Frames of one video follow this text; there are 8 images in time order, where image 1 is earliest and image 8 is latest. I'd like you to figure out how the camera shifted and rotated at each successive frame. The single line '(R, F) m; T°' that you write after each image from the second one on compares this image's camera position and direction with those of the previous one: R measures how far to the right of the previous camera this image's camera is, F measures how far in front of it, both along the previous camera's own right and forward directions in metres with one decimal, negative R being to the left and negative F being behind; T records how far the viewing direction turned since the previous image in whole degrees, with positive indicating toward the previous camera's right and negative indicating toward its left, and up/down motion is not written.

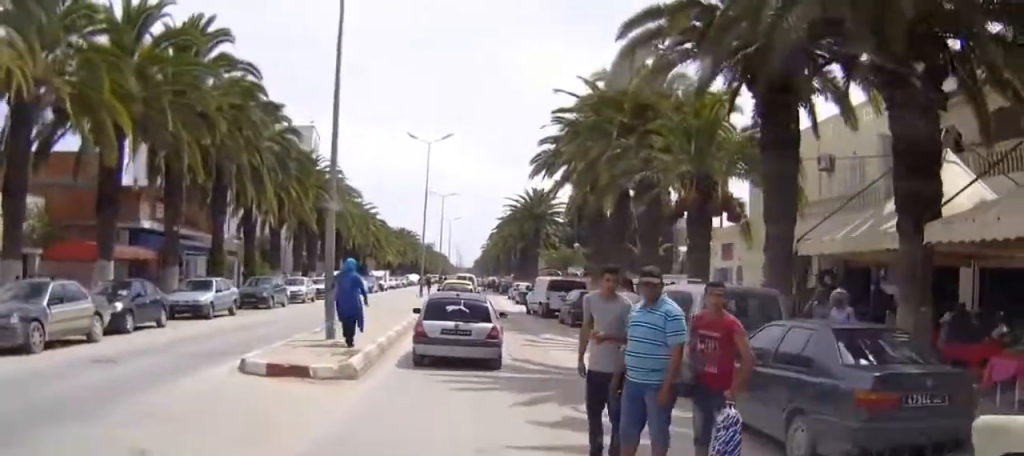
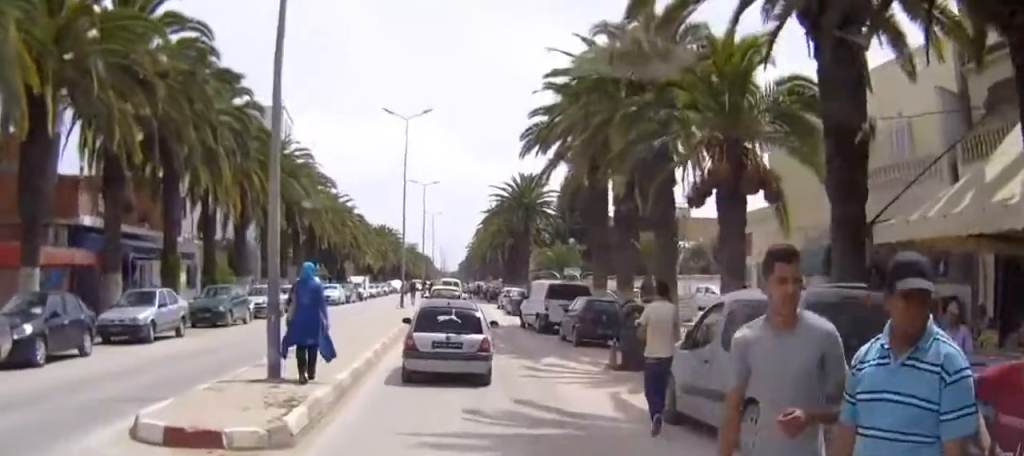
(0.0, +3.7) m; +1°
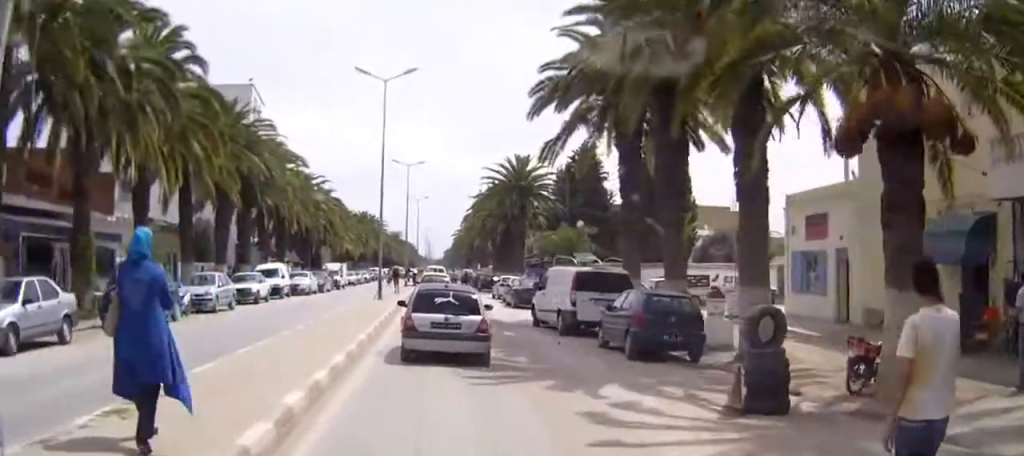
(+0.1, +8.7) m; +1°
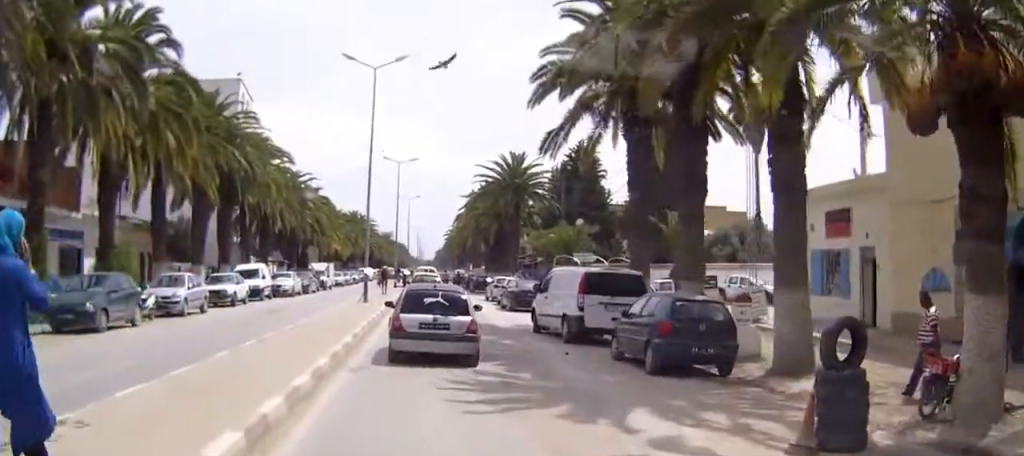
(0.0, +2.6) m; 0°
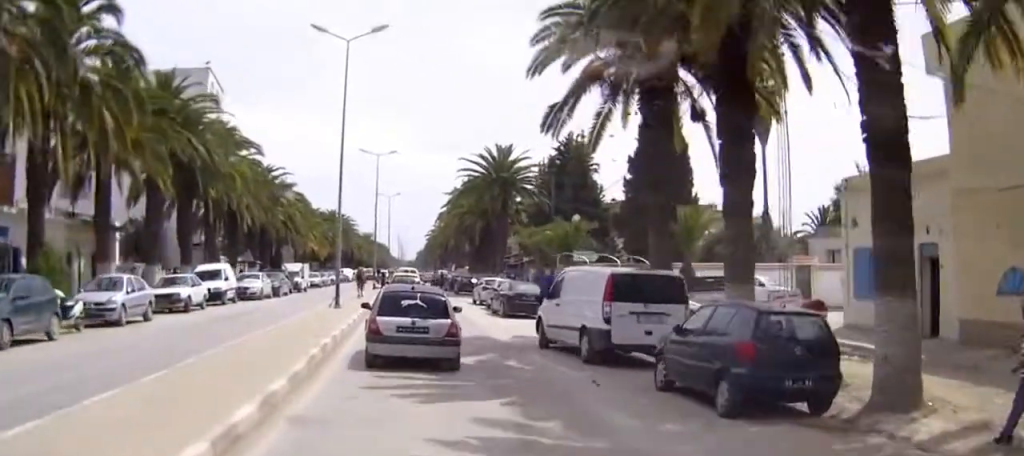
(0.0, +4.5) m; 0°
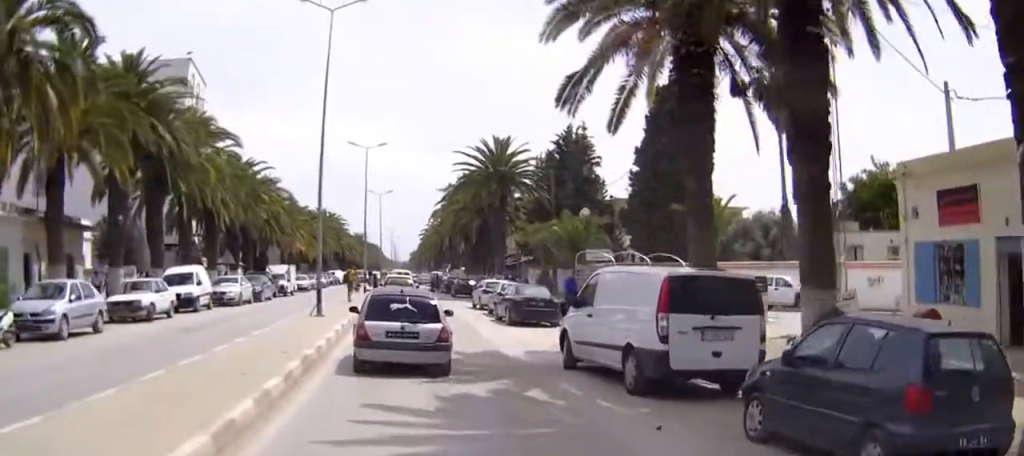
(0.0, +3.7) m; -1°
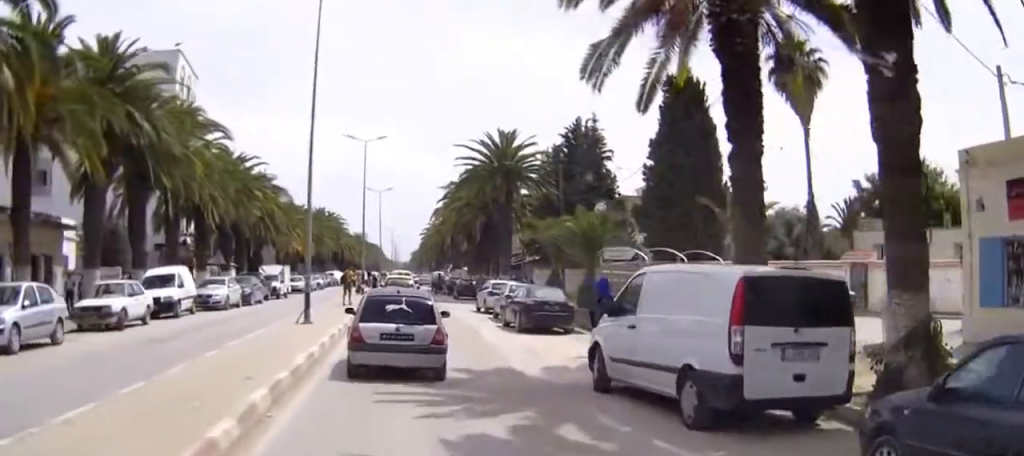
(0.0, +2.6) m; 0°
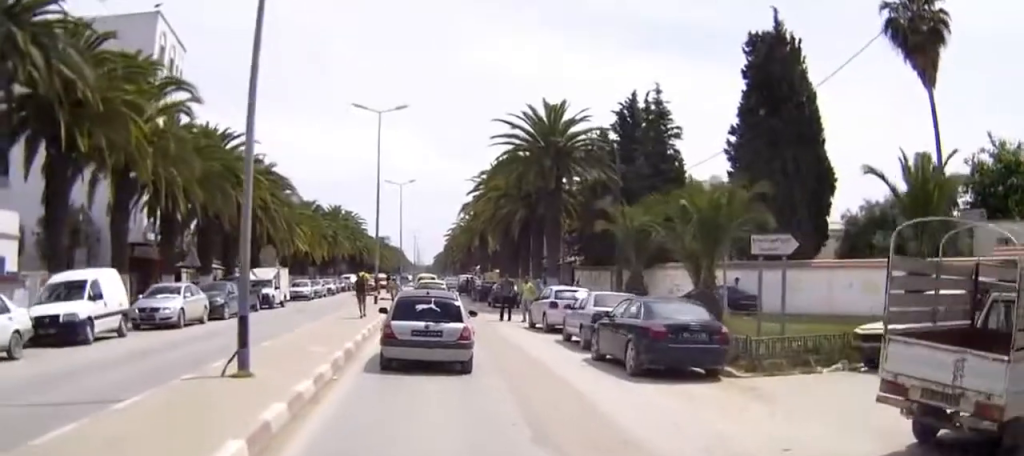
(-0.1, +11.8) m; 0°
